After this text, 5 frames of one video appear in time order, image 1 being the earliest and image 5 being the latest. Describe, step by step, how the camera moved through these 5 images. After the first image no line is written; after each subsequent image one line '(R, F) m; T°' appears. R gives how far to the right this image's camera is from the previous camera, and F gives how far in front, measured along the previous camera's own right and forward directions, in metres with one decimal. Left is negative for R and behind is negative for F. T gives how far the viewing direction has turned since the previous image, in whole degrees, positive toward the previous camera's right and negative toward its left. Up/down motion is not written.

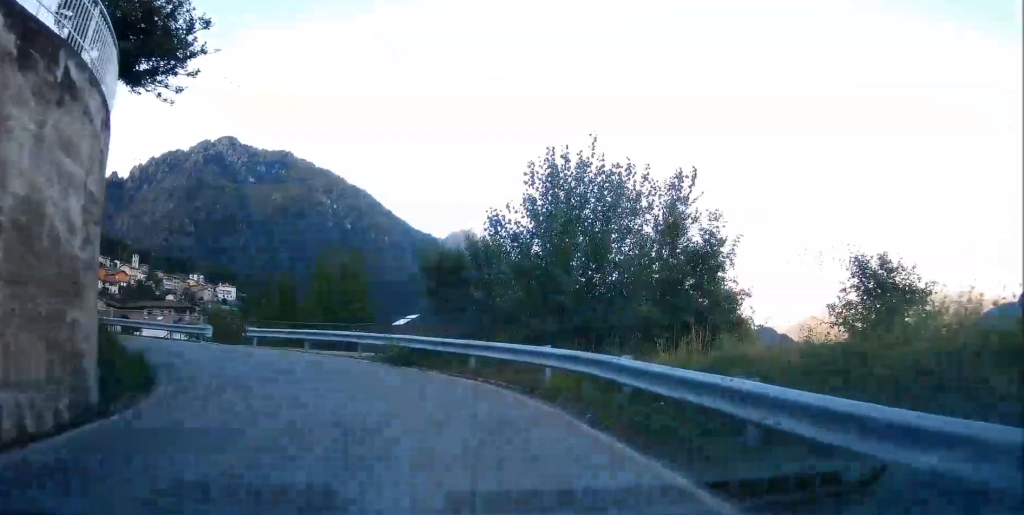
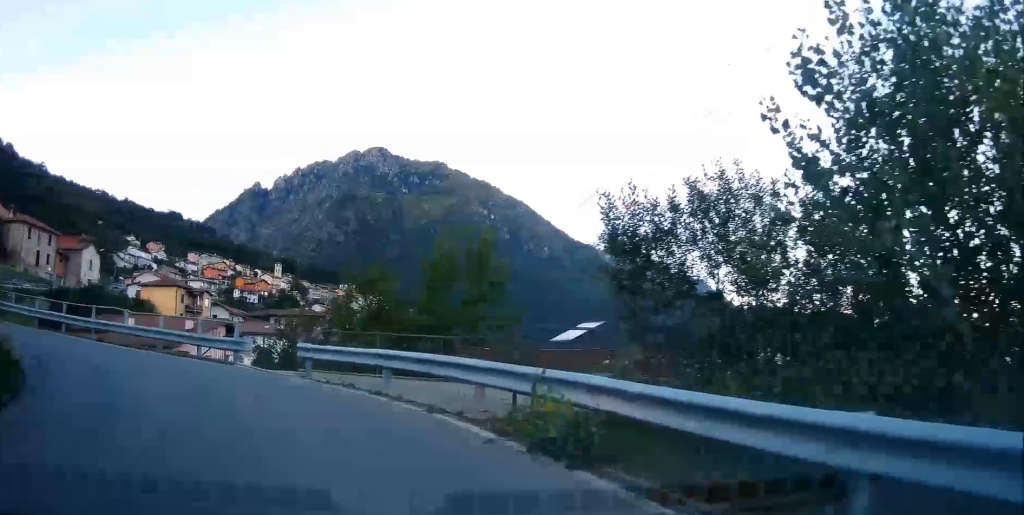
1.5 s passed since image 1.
(-0.9, +10.1) m; -14°
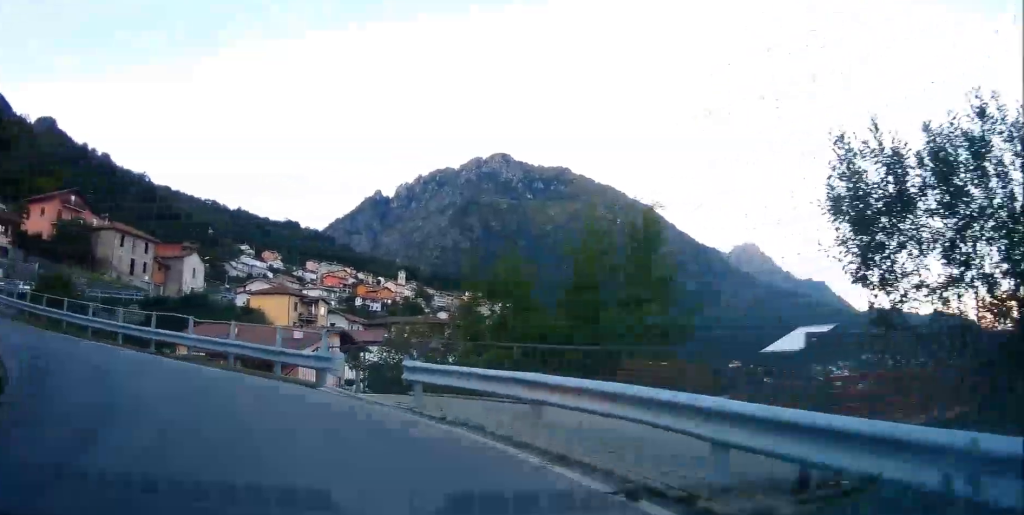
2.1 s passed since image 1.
(-0.3, +4.2) m; -8°
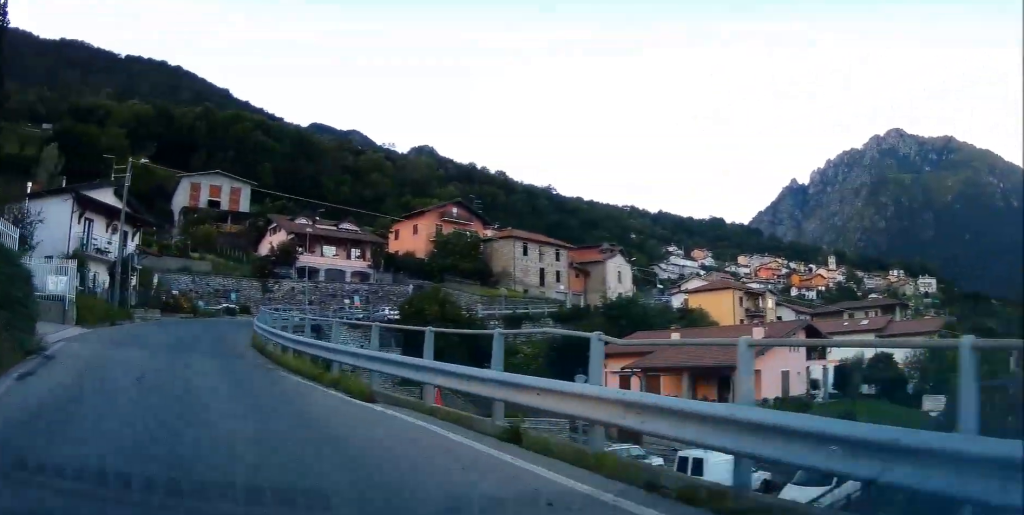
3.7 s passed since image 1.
(-3.0, +9.5) m; -38°
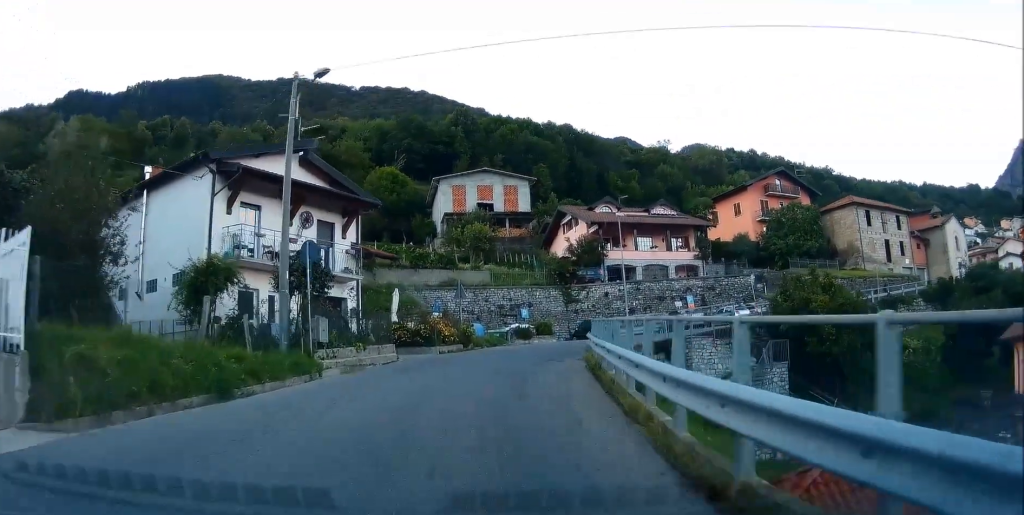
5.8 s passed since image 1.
(-3.5, +13.8) m; -17°
